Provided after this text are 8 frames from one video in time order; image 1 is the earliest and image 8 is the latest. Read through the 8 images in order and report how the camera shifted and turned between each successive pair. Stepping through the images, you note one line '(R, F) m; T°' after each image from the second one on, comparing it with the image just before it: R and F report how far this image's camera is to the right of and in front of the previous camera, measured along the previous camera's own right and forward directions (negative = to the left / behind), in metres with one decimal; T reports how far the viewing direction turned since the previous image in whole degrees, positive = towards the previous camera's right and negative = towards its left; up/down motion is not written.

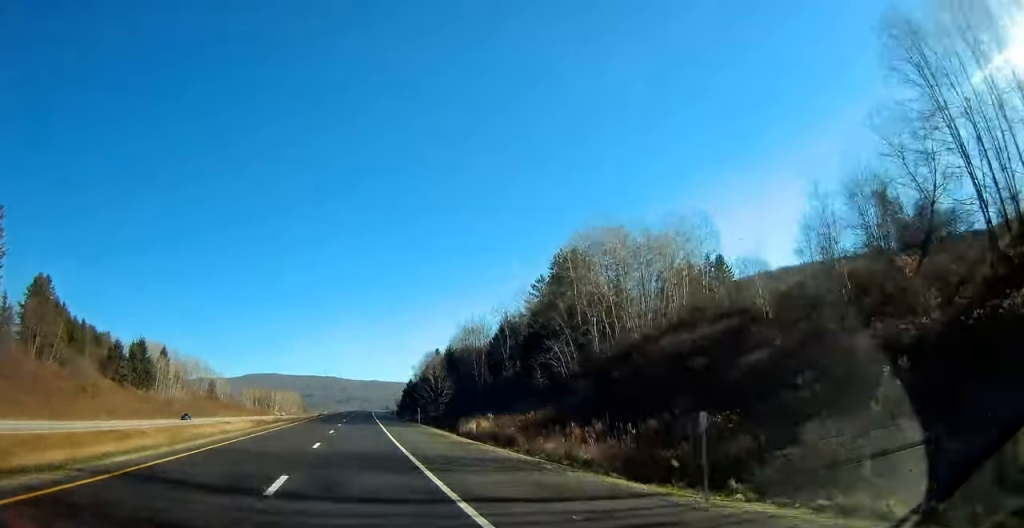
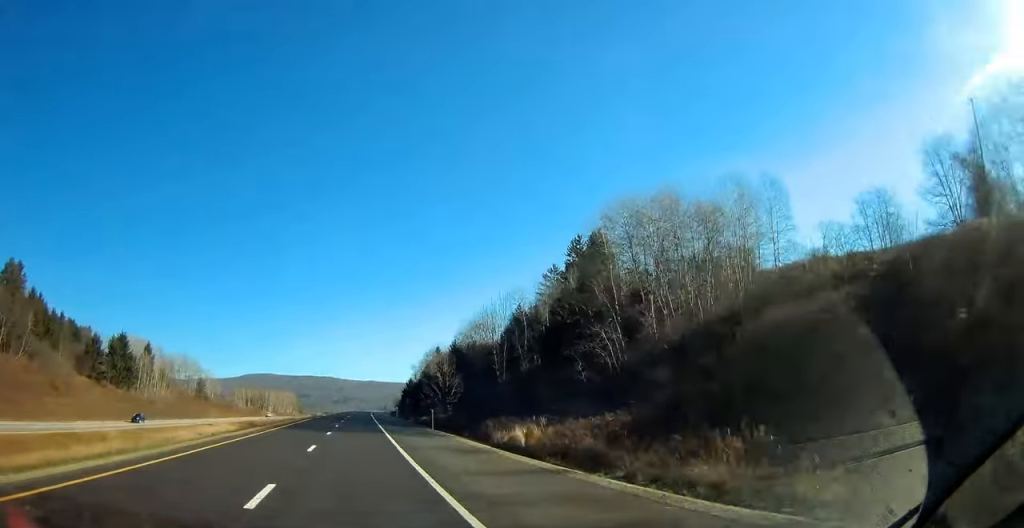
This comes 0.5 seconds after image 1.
(+0.1, +13.7) m; 0°
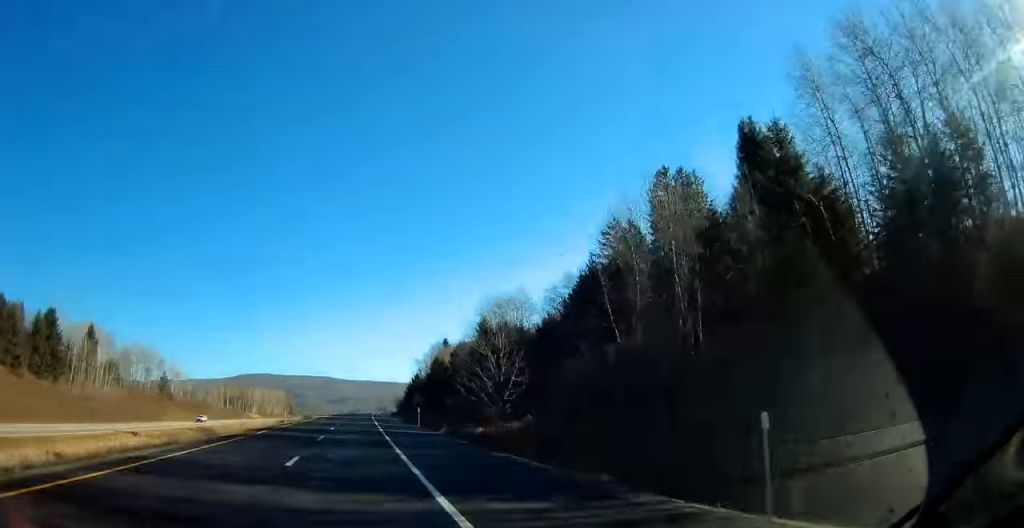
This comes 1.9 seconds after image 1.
(+0.1, +42.1) m; 0°
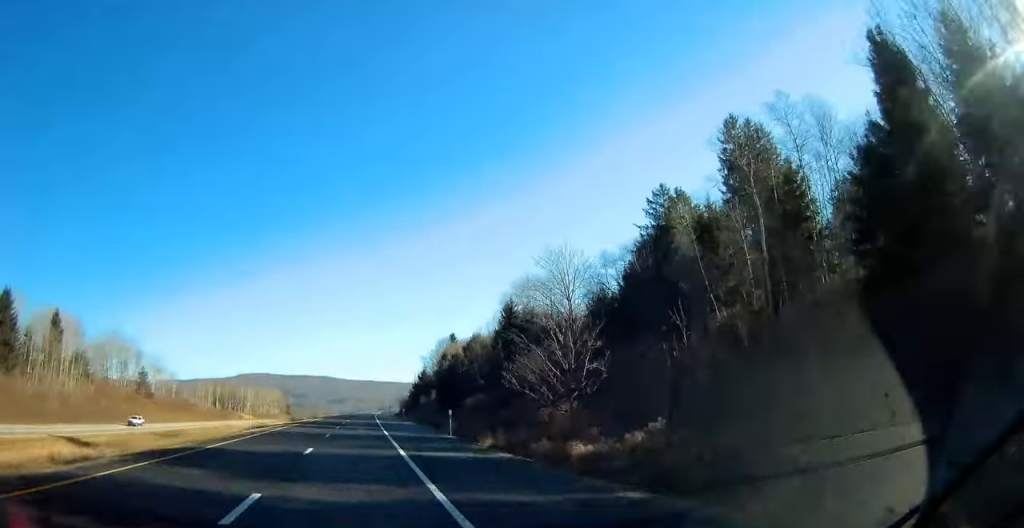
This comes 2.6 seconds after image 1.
(0.0, +20.6) m; 0°
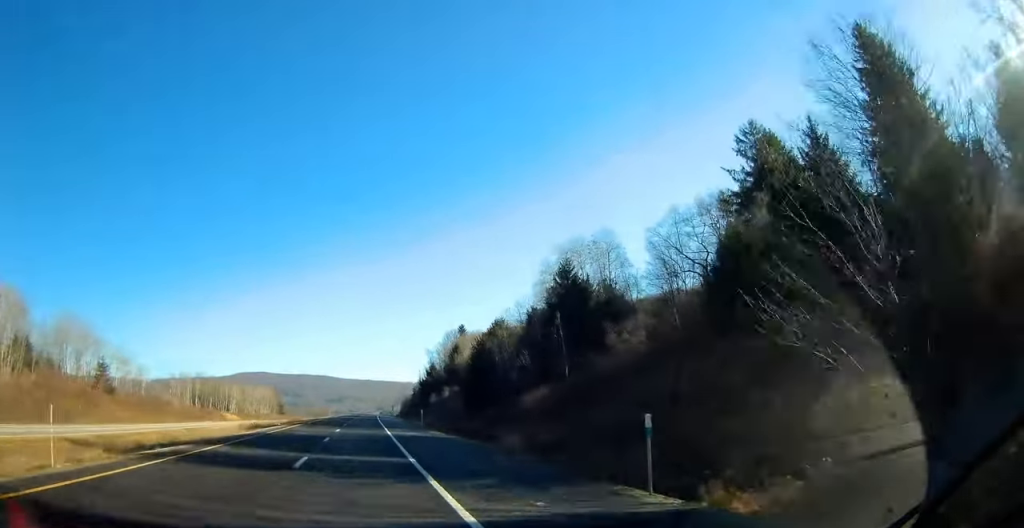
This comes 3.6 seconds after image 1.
(0.0, +28.4) m; 0°
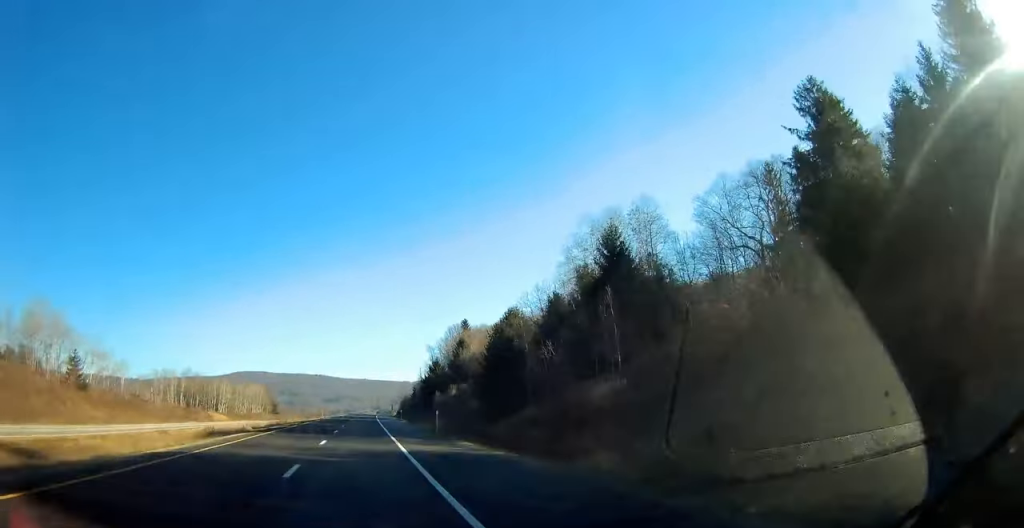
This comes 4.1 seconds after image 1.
(0.0, +14.7) m; 0°
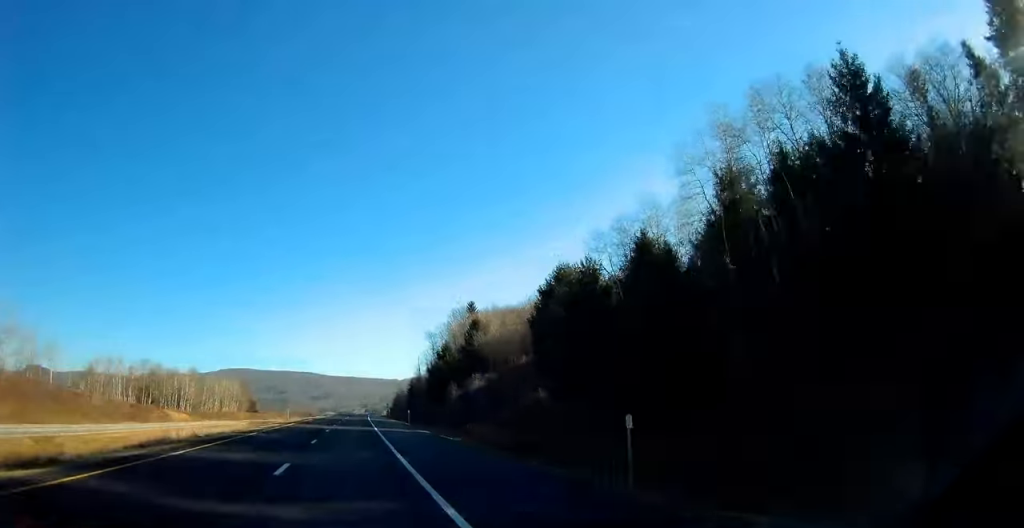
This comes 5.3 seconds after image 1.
(+0.4, +36.2) m; 0°
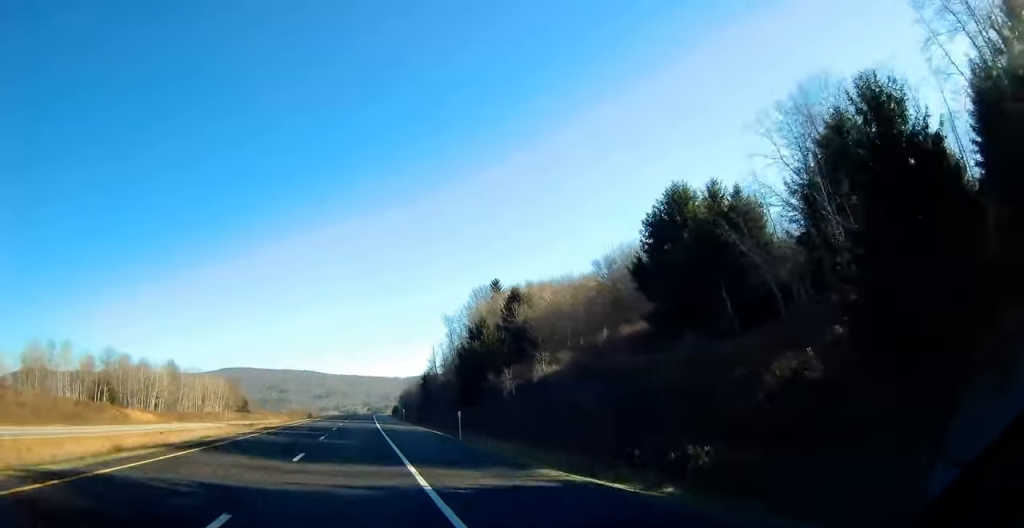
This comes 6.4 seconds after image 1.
(-0.2, +32.6) m; 0°
